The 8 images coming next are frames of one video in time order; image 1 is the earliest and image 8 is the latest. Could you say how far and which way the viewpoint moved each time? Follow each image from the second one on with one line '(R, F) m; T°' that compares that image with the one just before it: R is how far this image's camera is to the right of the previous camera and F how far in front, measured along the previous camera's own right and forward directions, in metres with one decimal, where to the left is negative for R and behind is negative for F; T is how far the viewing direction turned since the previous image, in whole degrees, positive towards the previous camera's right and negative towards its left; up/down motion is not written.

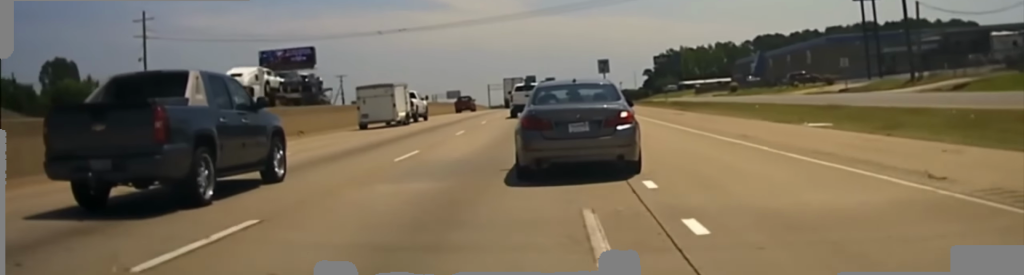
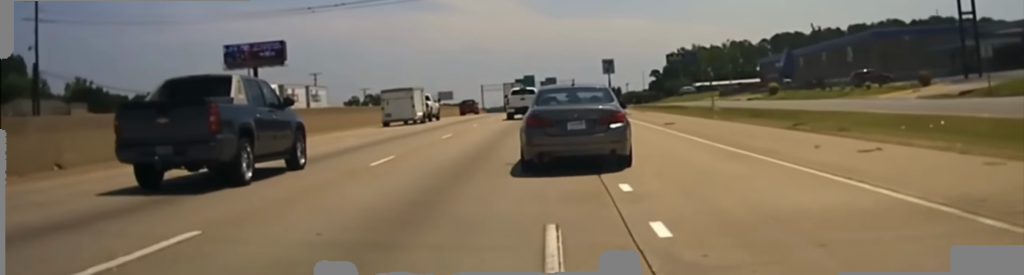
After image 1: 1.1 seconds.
(0.0, +26.4) m; 0°
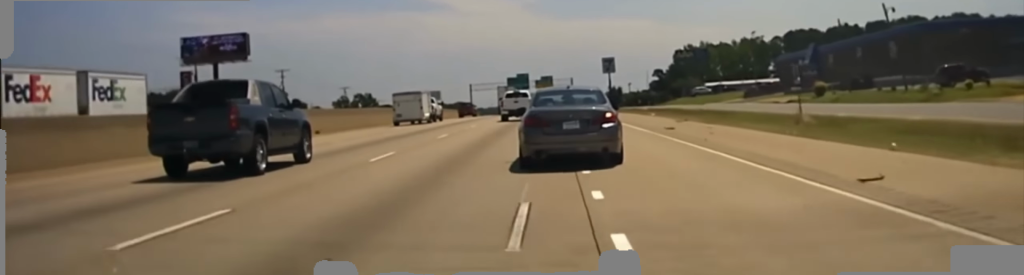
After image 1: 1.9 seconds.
(+0.1, +21.3) m; 0°
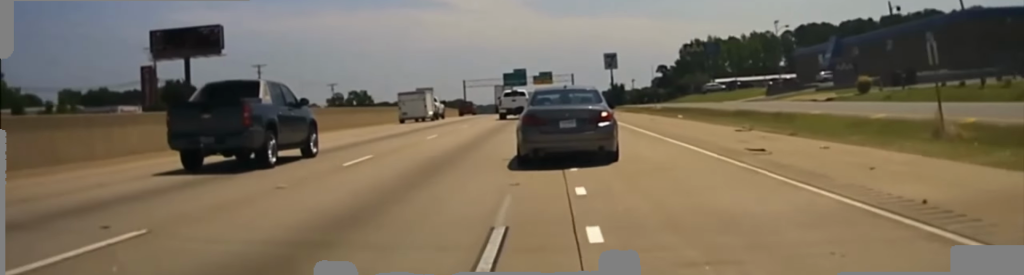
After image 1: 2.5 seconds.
(0.0, +13.9) m; 0°
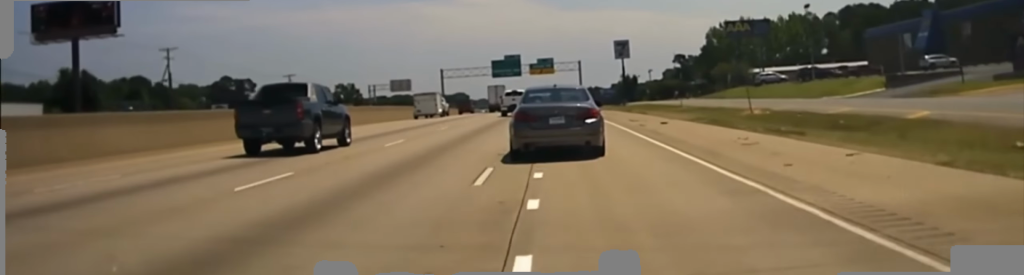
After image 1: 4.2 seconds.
(-0.3, +42.9) m; 0°
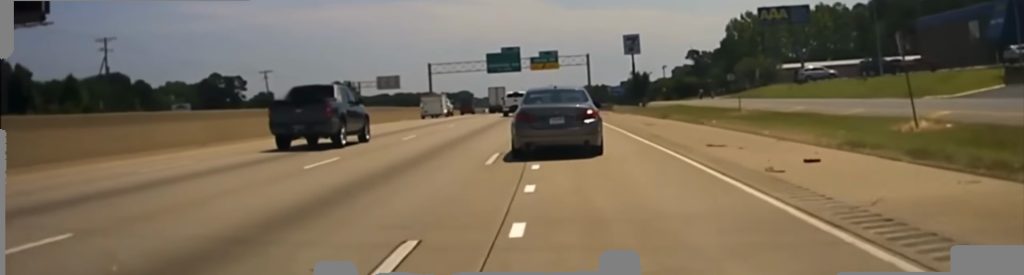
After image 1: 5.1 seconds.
(+0.1, +20.1) m; 0°
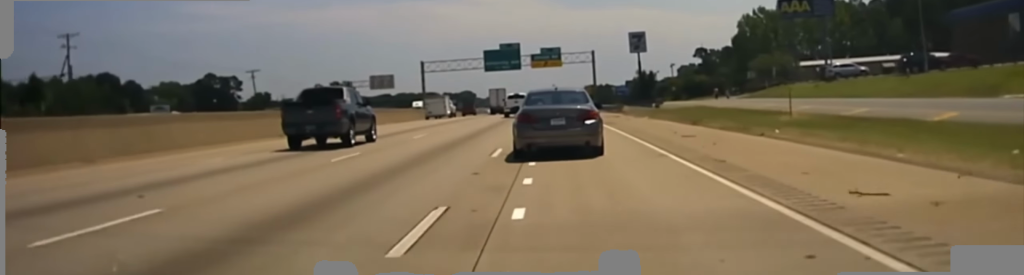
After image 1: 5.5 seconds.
(+0.3, +10.6) m; -1°
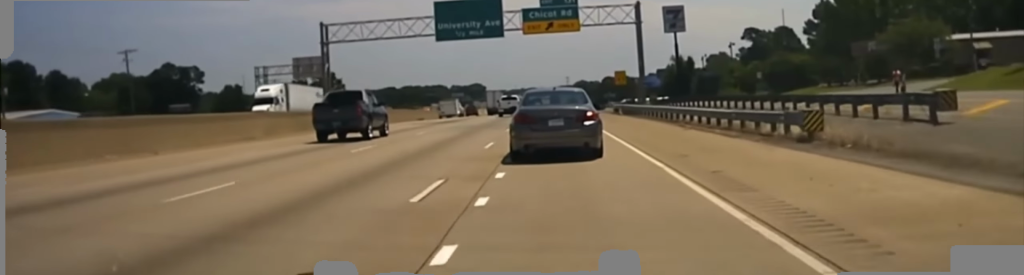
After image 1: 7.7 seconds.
(-0.8, +55.4) m; -1°
